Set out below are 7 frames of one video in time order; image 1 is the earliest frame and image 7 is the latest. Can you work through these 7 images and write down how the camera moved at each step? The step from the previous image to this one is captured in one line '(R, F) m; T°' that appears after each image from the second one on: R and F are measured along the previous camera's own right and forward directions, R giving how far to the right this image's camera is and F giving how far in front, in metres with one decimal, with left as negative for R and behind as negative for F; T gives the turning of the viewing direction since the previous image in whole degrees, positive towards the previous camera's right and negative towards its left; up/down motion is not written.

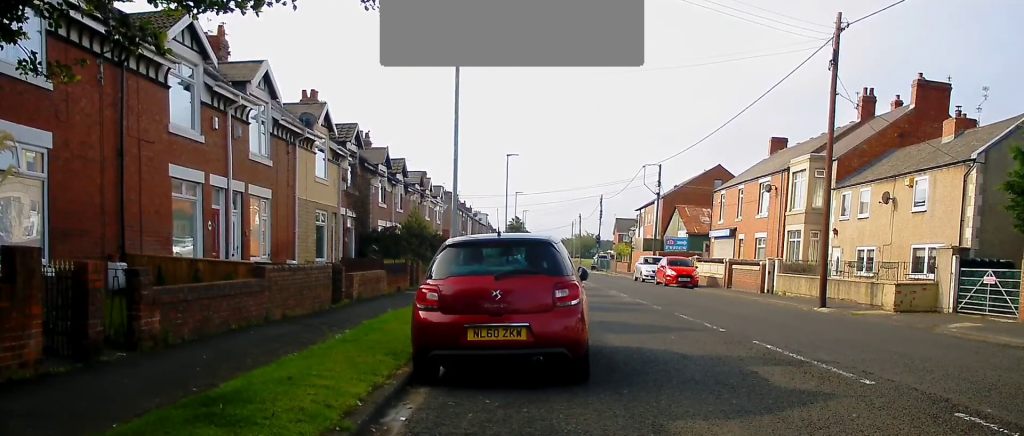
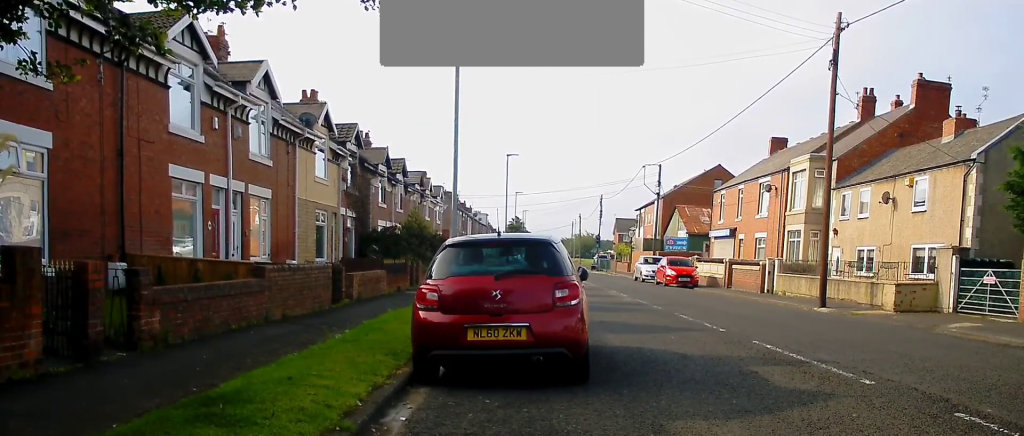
(0.0, 0.0) m; 0°
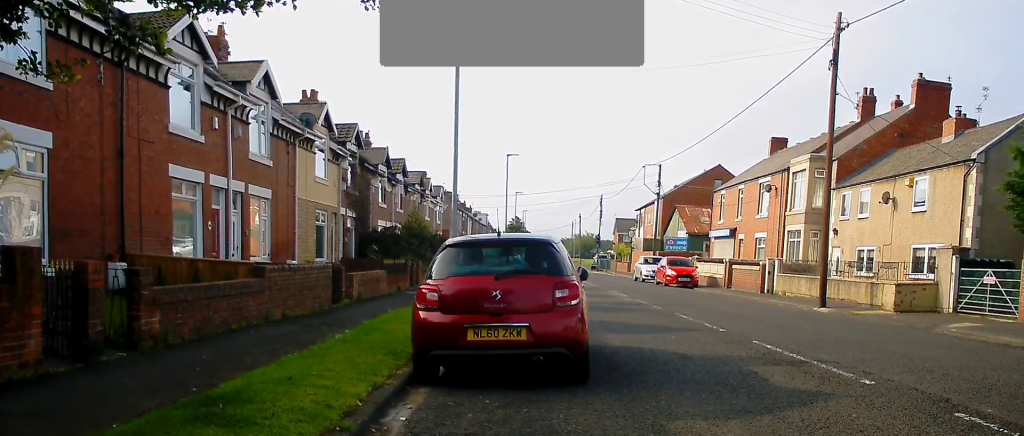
(0.0, 0.0) m; 0°
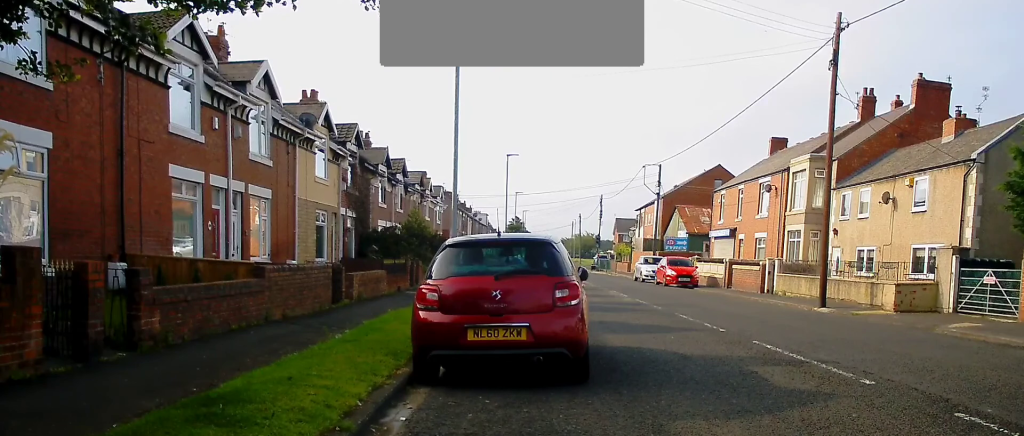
(0.0, 0.0) m; 0°
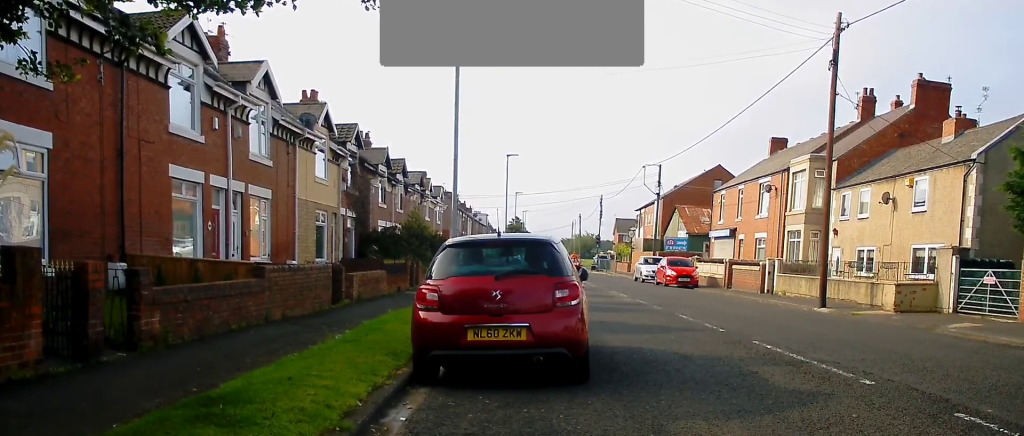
(0.0, 0.0) m; 0°
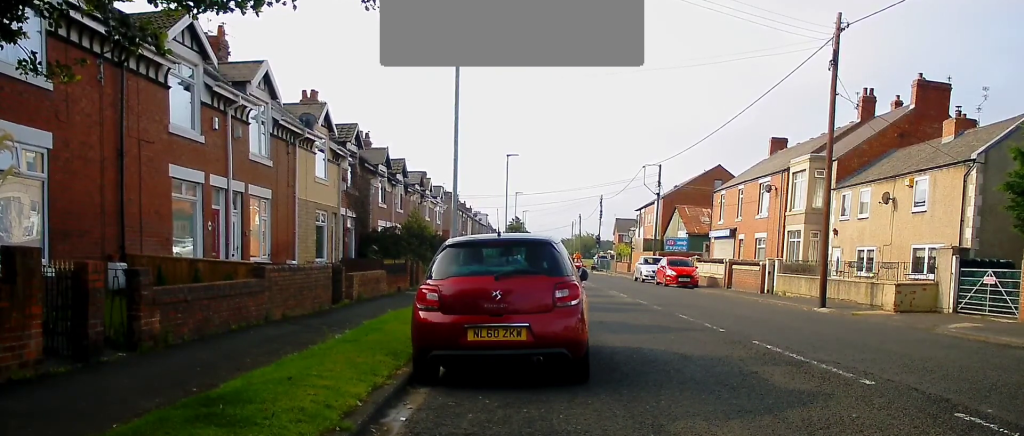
(0.0, 0.0) m; 0°
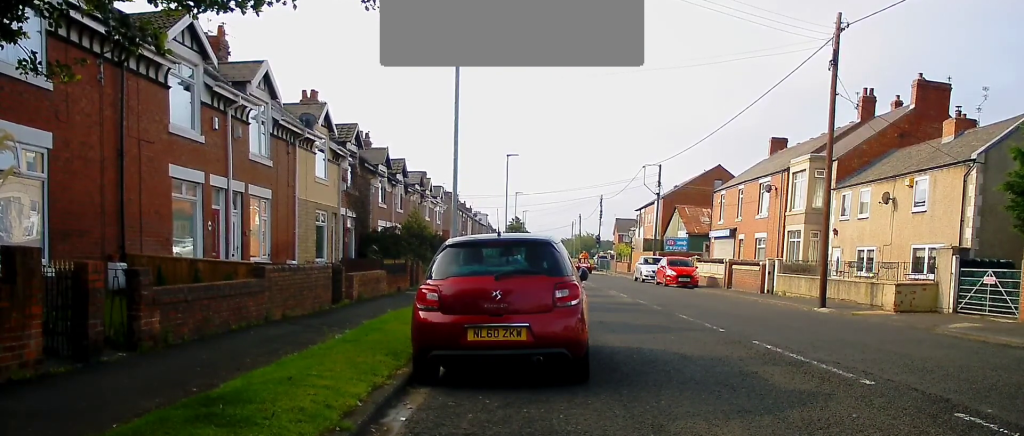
(0.0, 0.0) m; 0°
